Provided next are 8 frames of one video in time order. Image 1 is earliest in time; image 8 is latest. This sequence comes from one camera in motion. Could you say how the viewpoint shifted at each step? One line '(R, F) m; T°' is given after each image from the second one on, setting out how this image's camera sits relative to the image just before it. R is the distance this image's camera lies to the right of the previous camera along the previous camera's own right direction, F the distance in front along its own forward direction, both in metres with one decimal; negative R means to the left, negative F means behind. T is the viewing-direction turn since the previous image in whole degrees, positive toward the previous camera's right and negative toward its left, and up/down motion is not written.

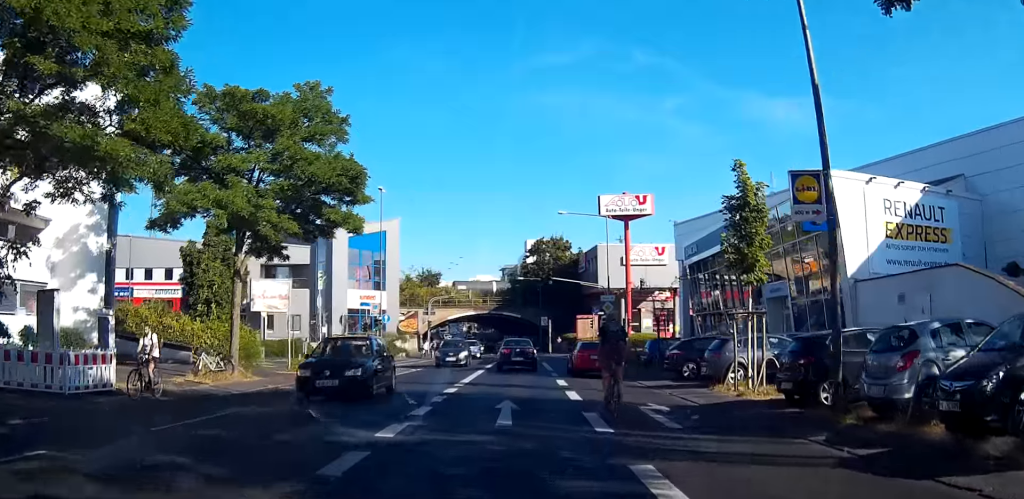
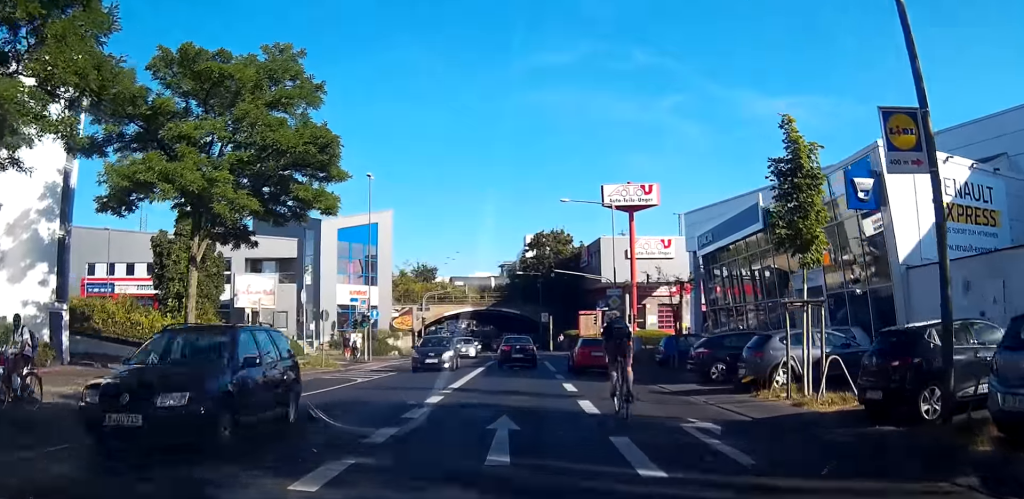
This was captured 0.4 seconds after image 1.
(-0.1, +4.3) m; 0°
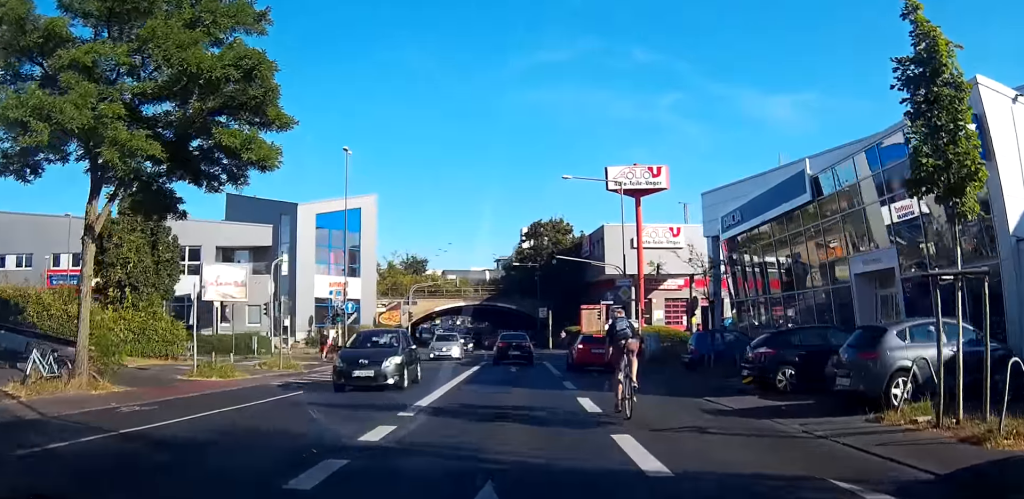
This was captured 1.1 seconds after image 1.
(-0.1, +6.3) m; -1°
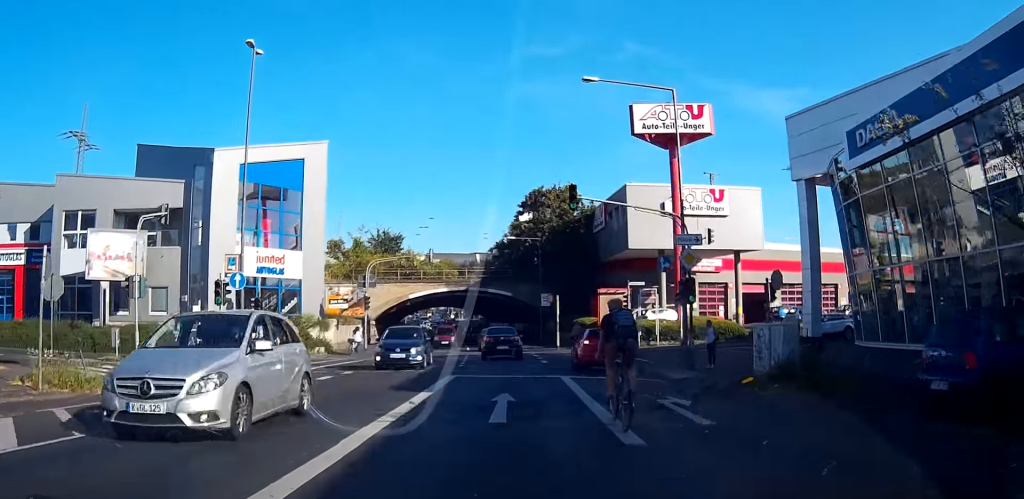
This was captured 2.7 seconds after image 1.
(0.0, +15.3) m; -2°
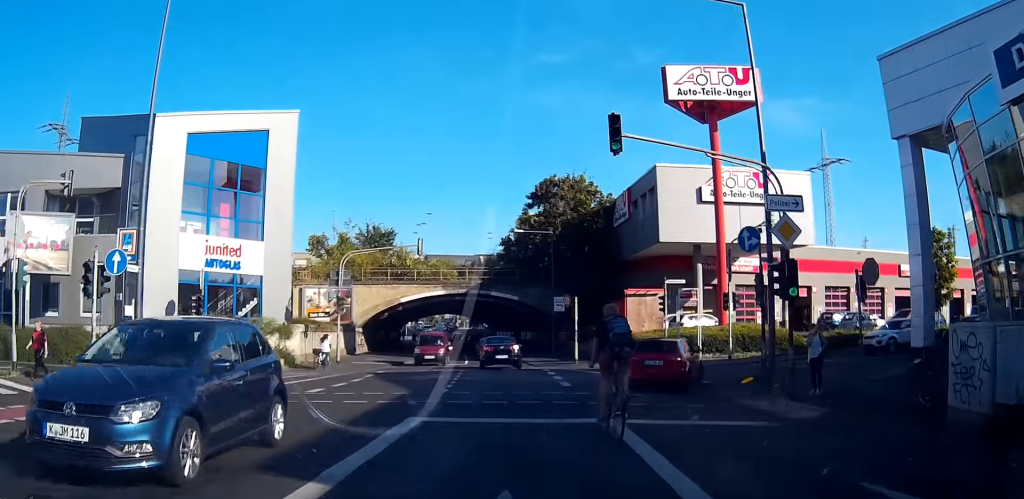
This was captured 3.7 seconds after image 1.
(-0.1, +8.5) m; -1°
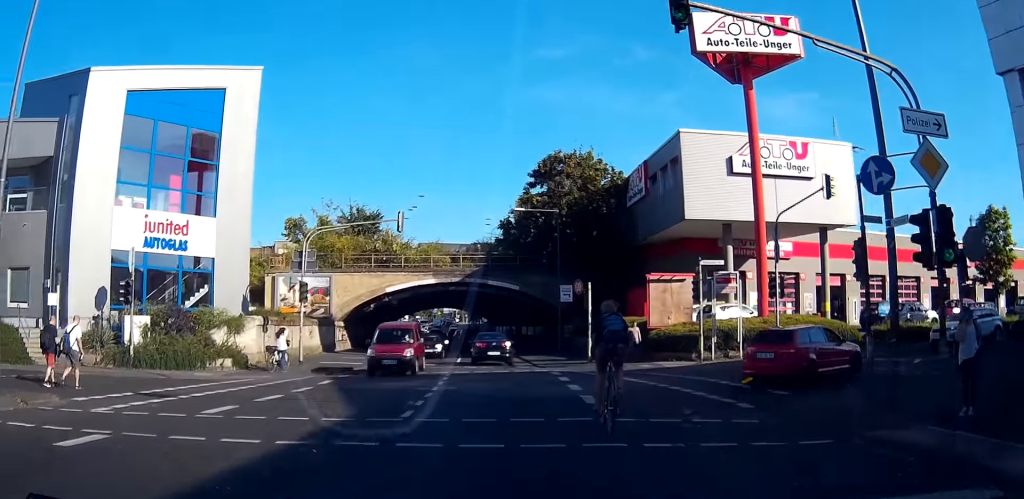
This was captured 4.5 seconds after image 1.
(0.0, +6.6) m; -1°
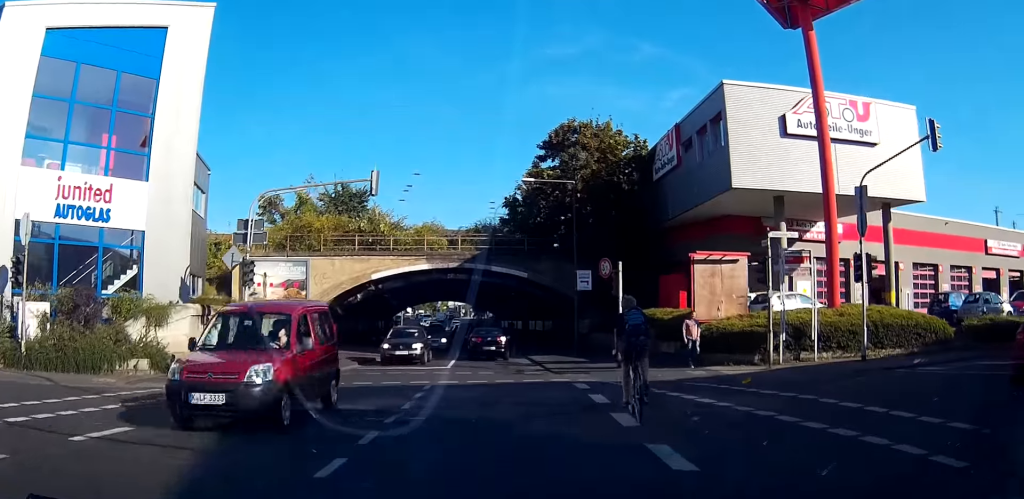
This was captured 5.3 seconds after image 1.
(-0.1, +7.6) m; -2°
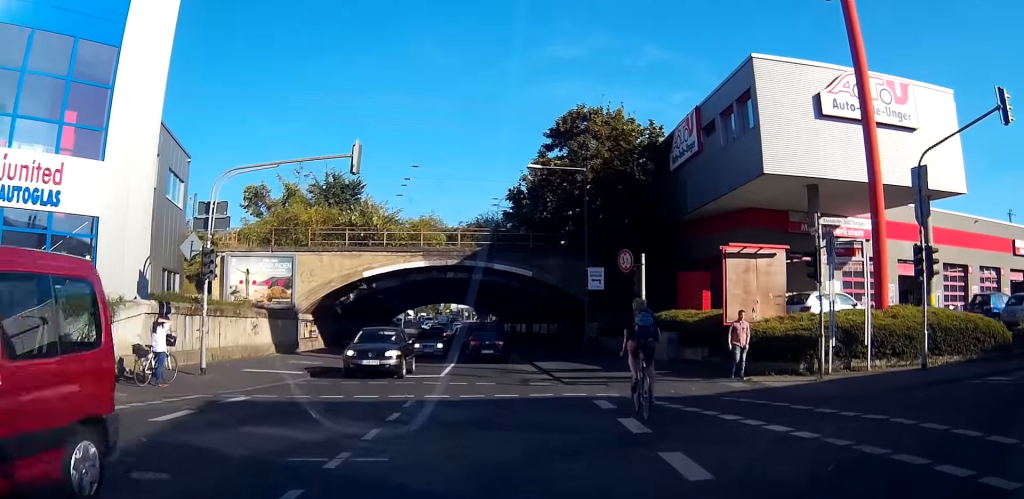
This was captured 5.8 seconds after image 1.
(-0.2, +3.9) m; 0°
